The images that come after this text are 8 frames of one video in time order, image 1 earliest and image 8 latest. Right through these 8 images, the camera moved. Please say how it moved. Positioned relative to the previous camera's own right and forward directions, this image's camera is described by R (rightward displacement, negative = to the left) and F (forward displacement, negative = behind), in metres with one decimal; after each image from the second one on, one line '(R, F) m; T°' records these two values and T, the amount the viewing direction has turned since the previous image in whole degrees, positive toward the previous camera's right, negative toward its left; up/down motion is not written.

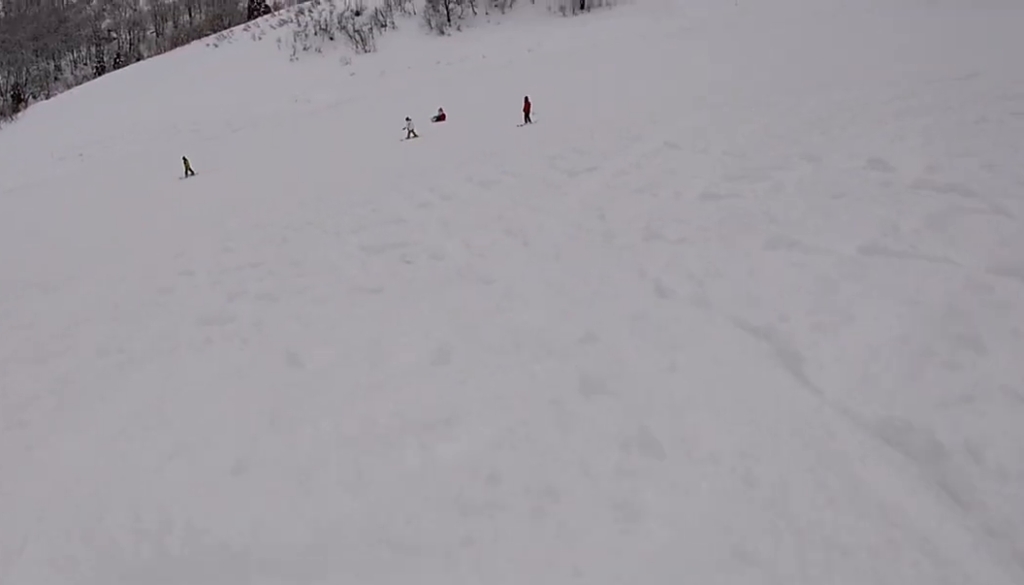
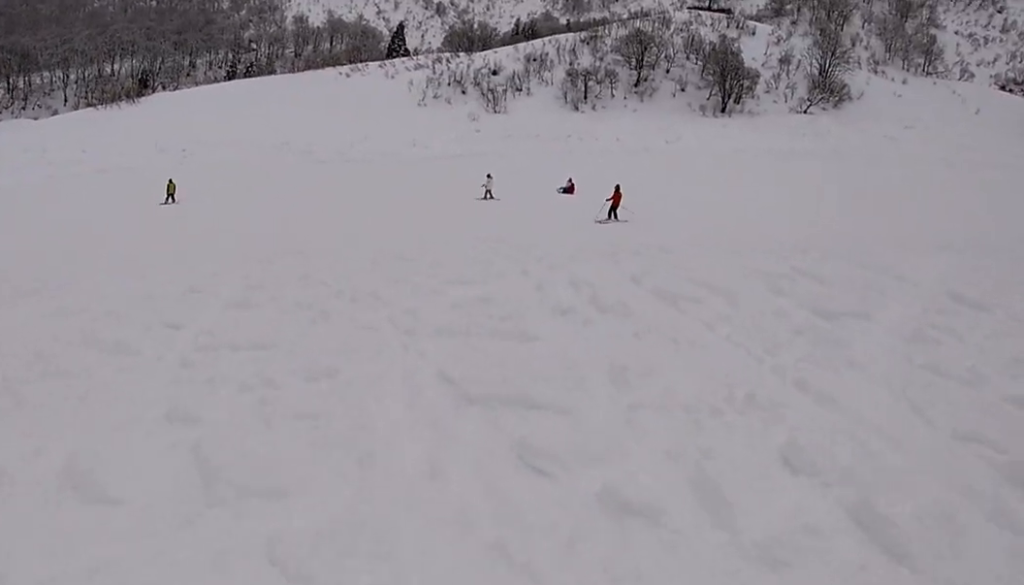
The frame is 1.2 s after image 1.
(+1.6, +6.0) m; +5°
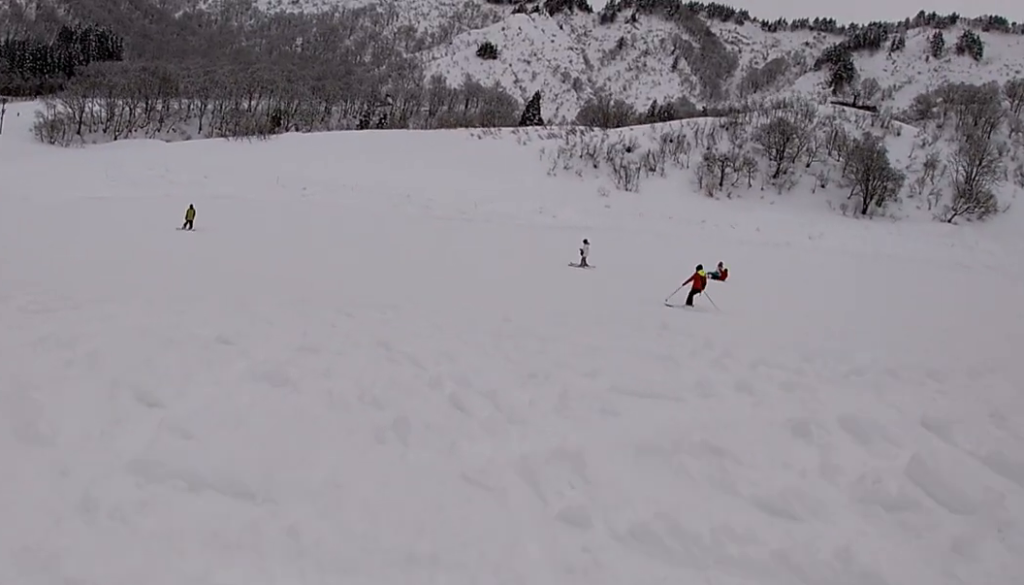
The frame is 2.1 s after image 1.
(-1.1, +5.0) m; -13°
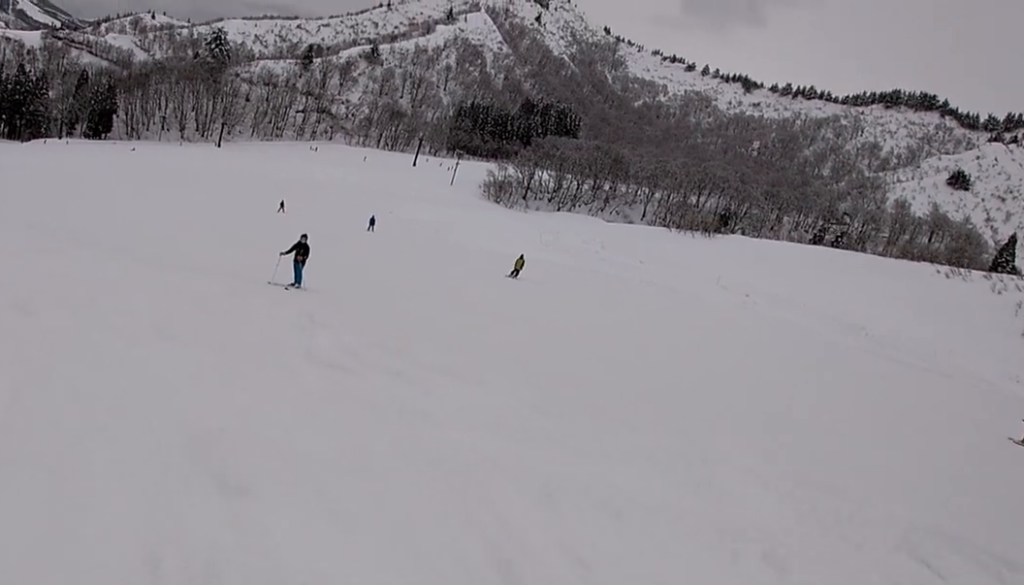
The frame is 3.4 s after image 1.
(-0.9, +7.3) m; -35°
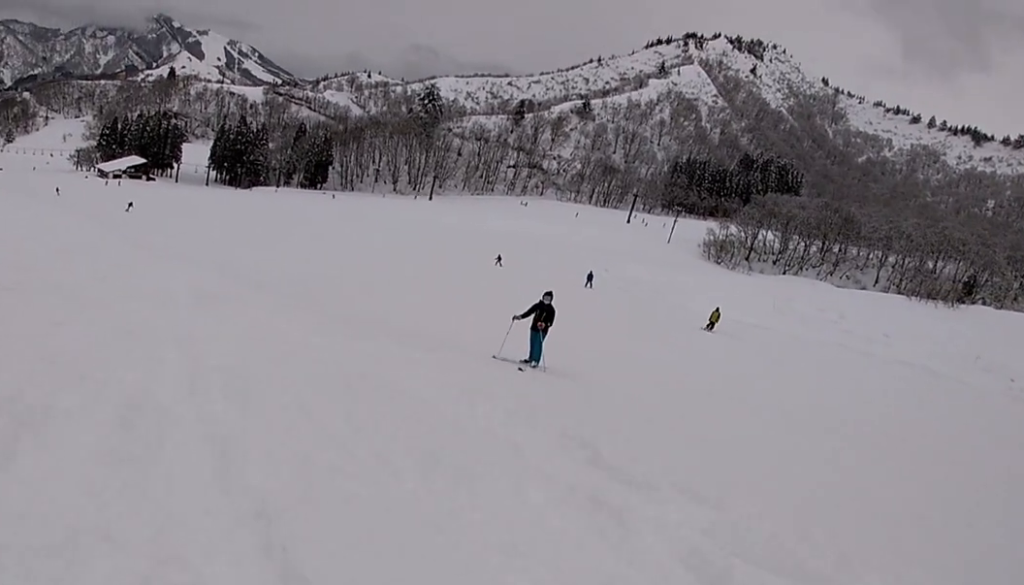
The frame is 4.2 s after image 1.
(-2.4, +5.3) m; -25°
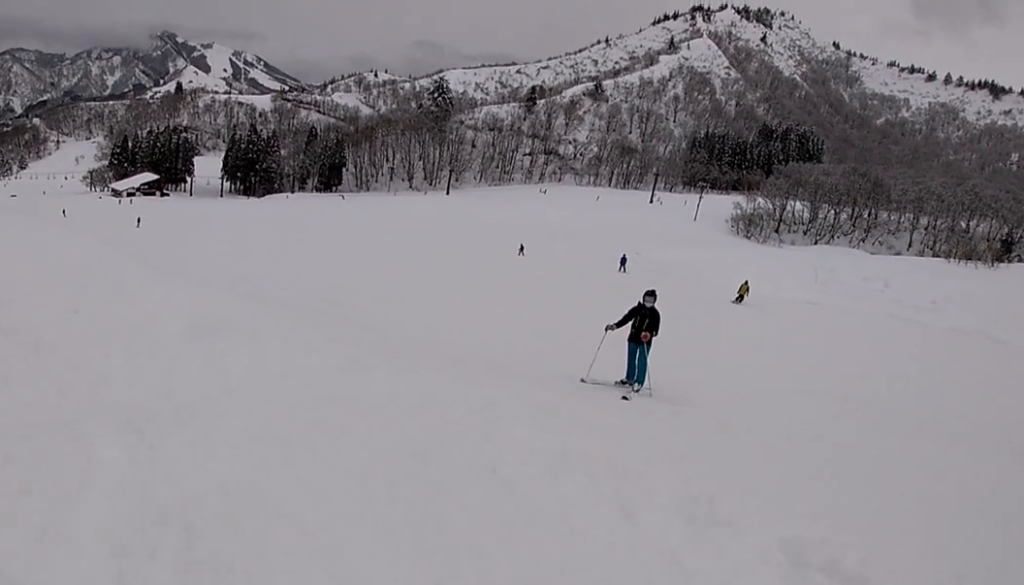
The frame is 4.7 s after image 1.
(-0.1, +3.3) m; -4°
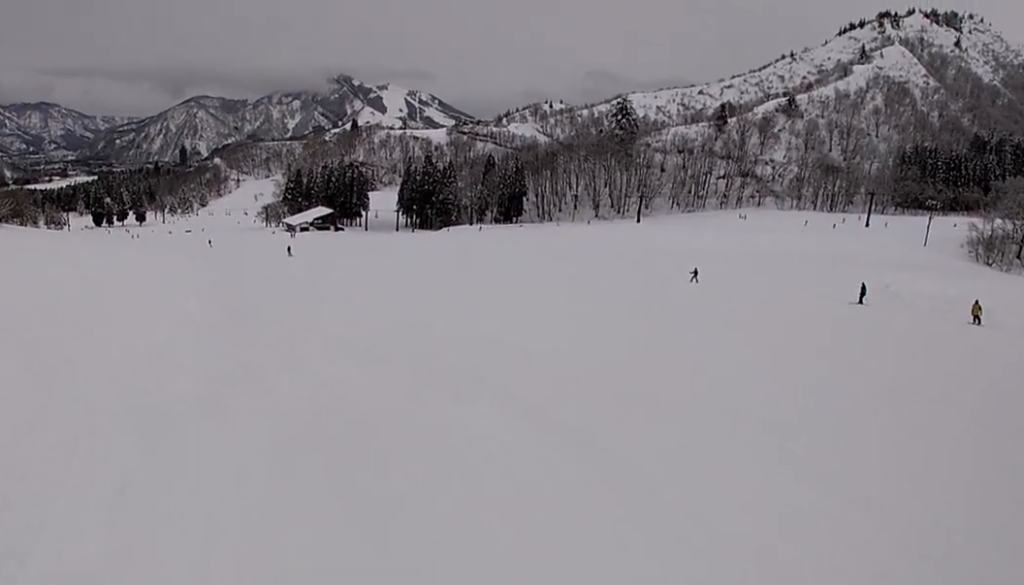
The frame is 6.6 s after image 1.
(-2.0, +14.0) m; -18°
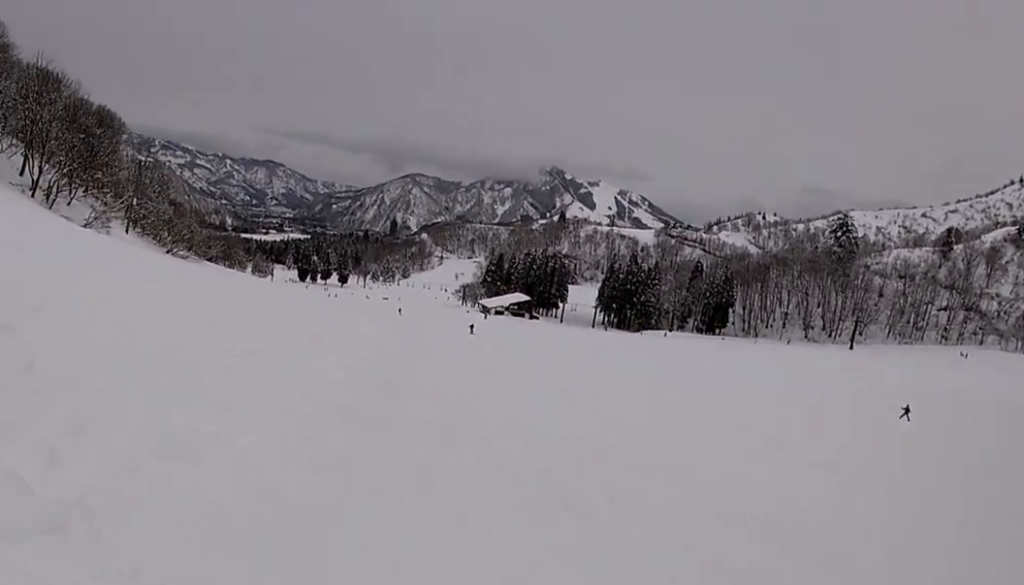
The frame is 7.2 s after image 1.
(0.0, +4.4) m; -7°
